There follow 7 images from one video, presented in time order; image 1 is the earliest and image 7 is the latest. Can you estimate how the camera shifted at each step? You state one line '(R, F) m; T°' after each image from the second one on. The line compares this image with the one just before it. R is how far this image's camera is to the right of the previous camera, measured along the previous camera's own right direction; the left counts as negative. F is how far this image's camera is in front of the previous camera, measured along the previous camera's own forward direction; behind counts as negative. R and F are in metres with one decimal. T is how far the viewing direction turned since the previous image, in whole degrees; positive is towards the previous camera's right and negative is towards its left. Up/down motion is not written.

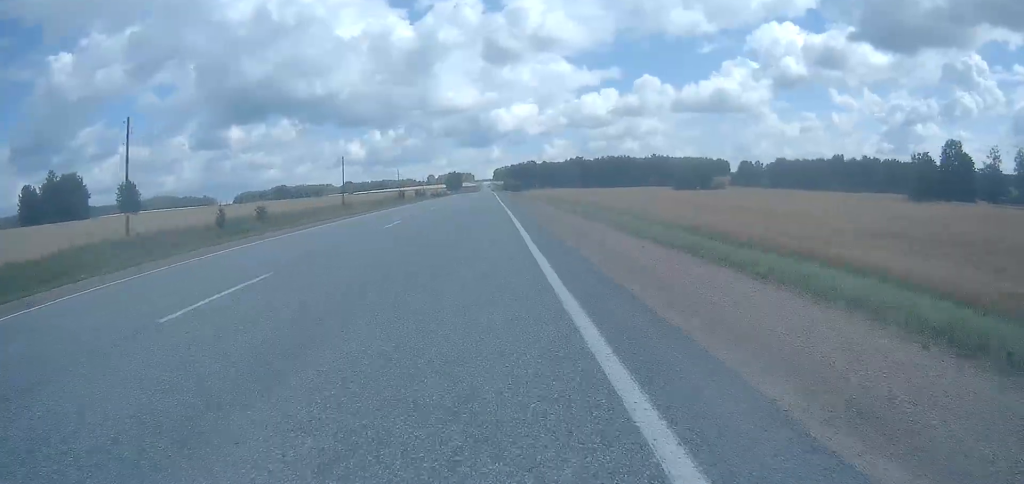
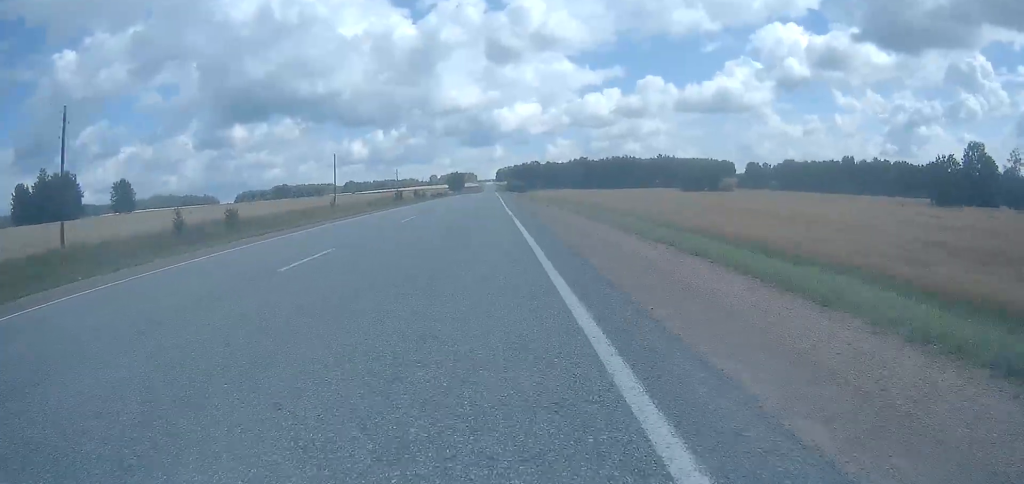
(0.0, +8.5) m; 0°
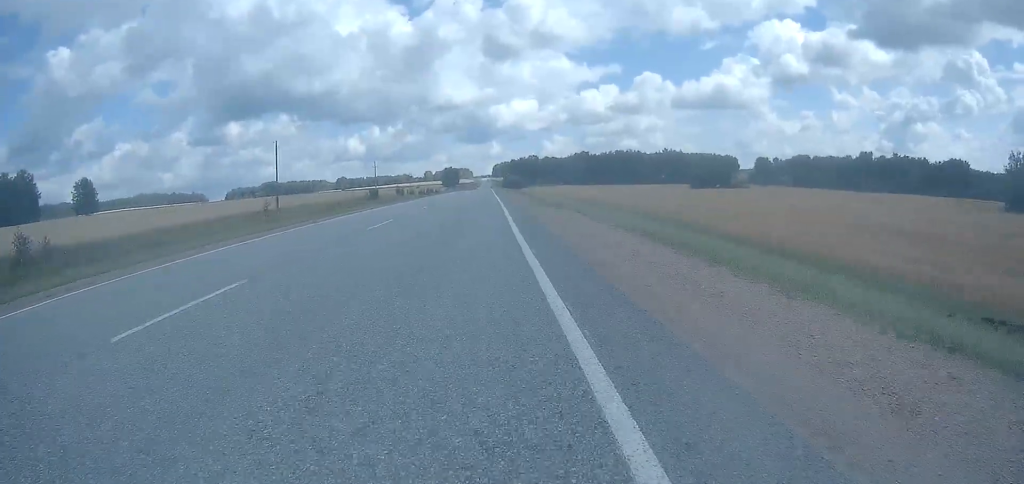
(+0.1, +28.0) m; 0°
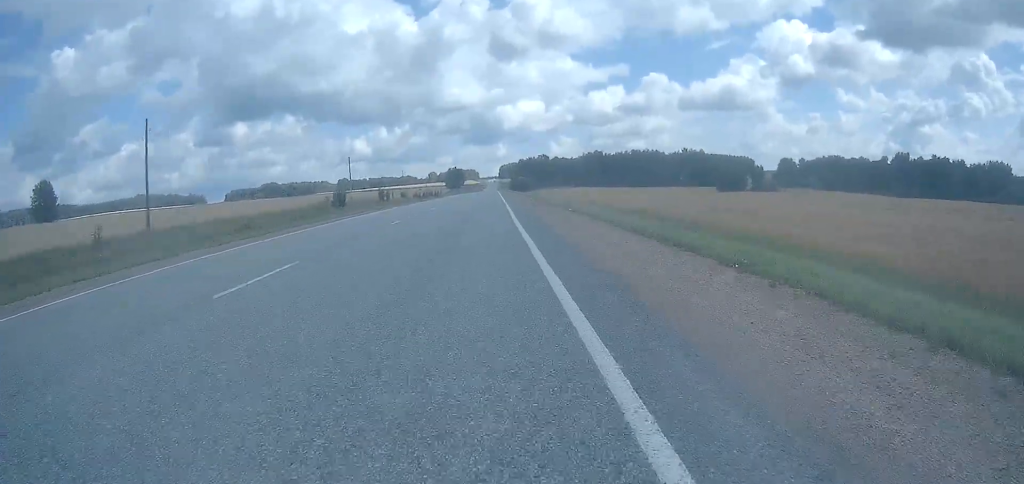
(+0.1, +33.6) m; 0°
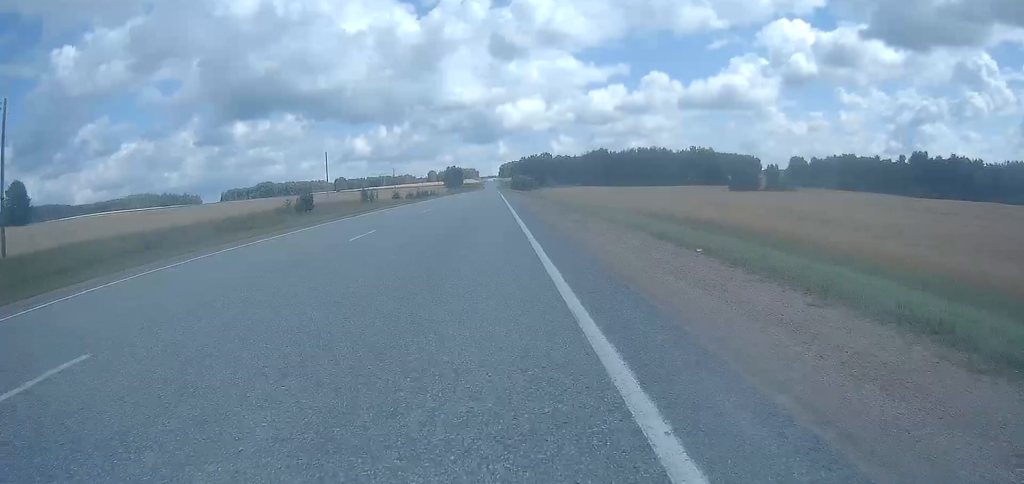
(-0.1, +17.4) m; 0°
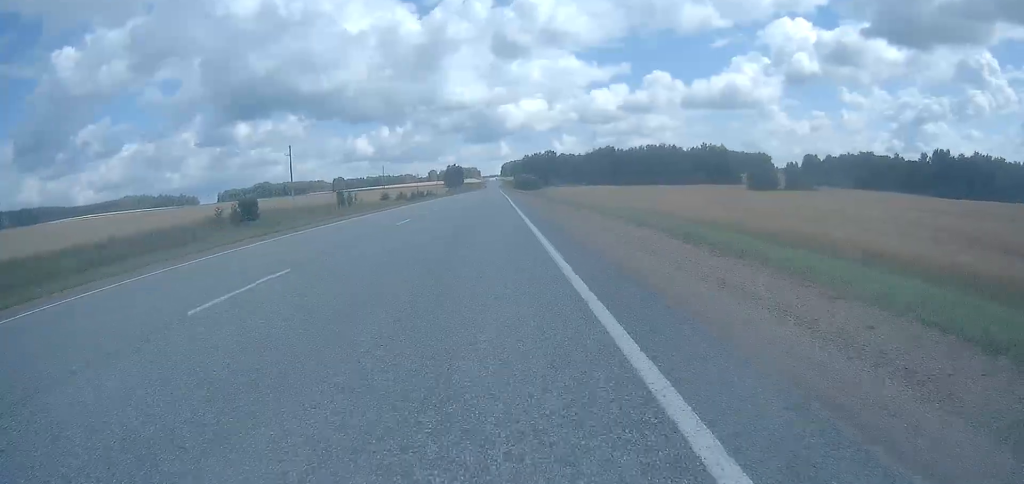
(-0.1, +19.6) m; 0°
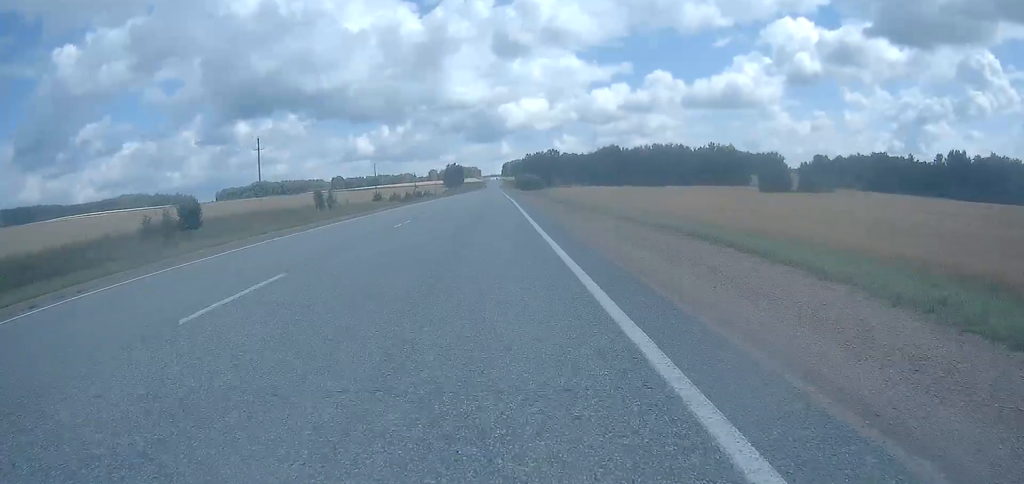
(0.0, +12.4) m; 0°
